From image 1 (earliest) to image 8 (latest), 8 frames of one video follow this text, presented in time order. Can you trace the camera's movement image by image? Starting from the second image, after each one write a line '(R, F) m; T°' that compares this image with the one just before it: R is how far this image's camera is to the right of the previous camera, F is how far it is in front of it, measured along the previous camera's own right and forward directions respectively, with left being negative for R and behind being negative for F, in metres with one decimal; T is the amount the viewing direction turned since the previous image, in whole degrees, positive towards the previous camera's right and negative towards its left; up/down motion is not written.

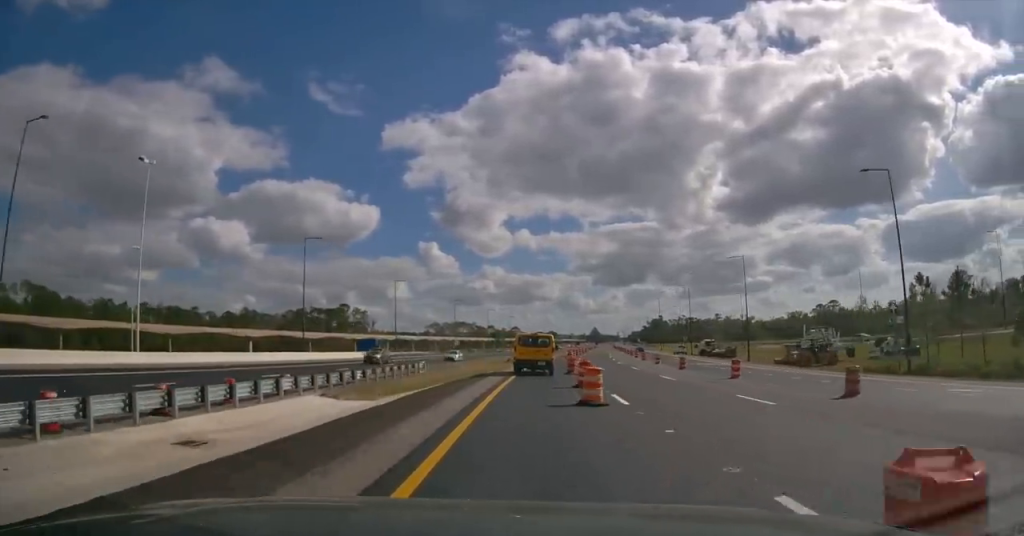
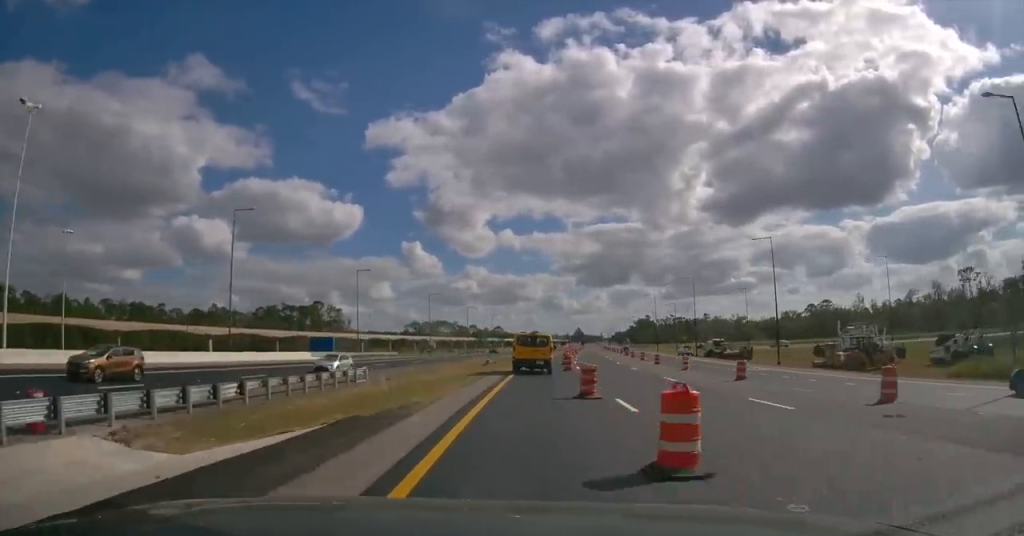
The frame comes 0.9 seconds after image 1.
(+0.1, +14.4) m; +1°
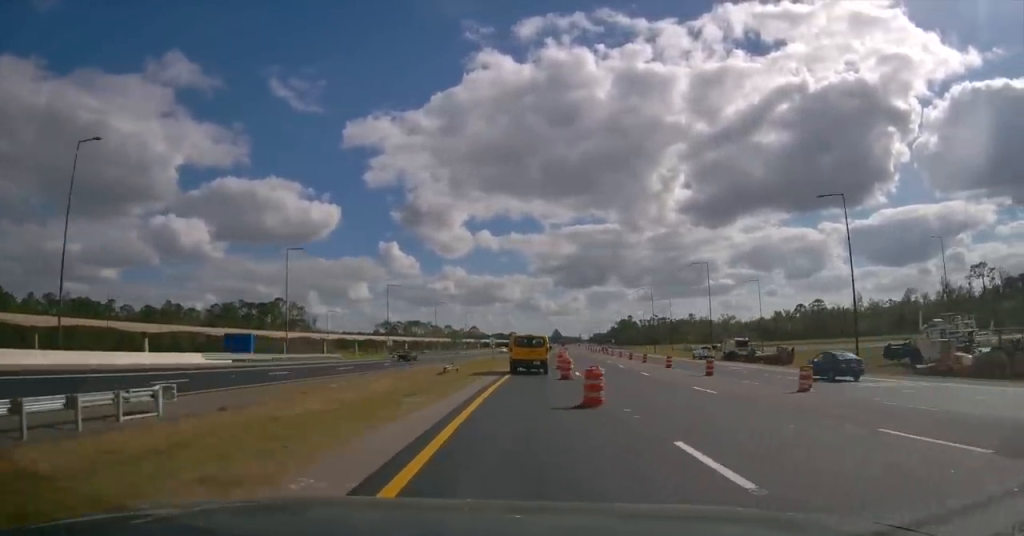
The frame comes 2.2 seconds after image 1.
(+0.2, +20.2) m; +1°
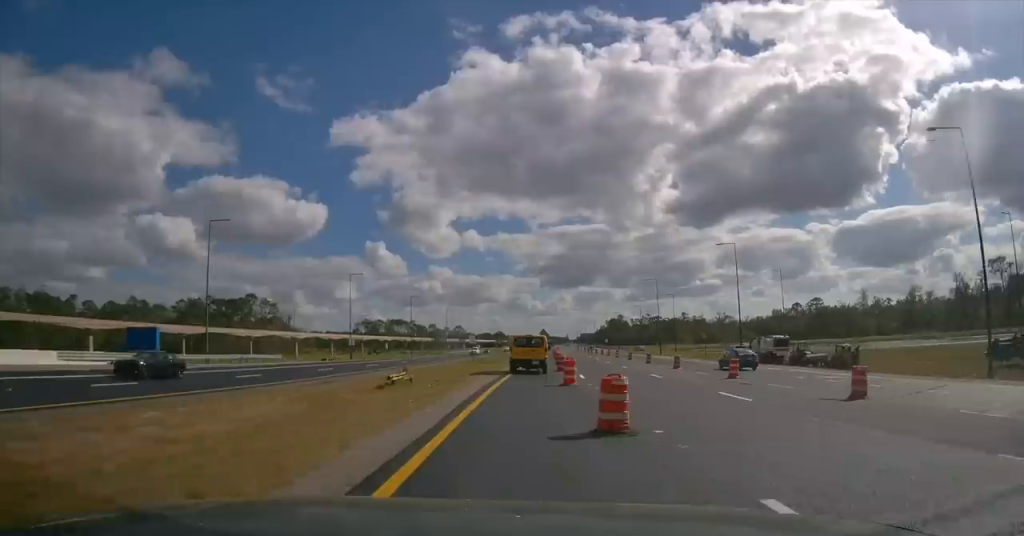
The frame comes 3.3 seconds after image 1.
(0.0, +16.0) m; +2°
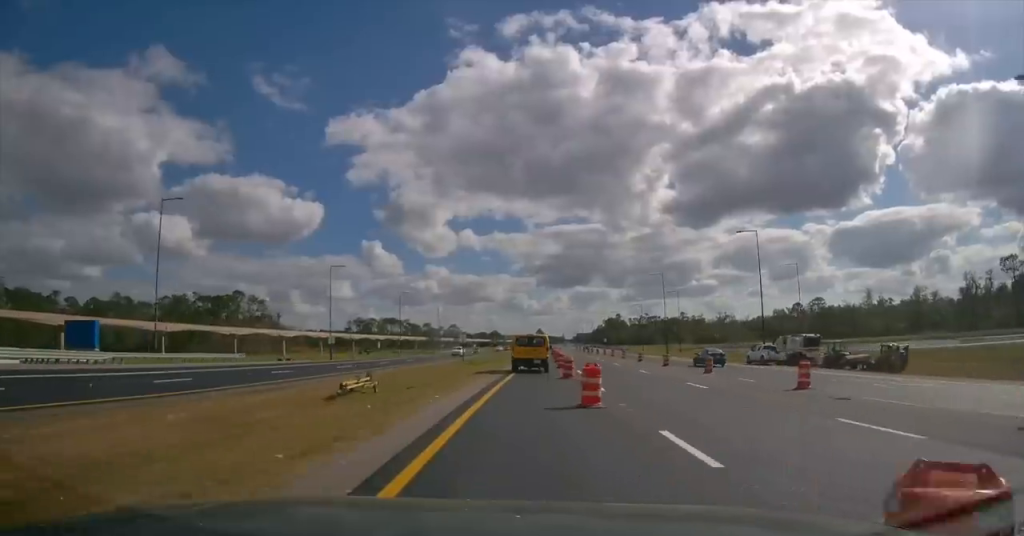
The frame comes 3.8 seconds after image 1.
(+0.2, +7.9) m; +1°
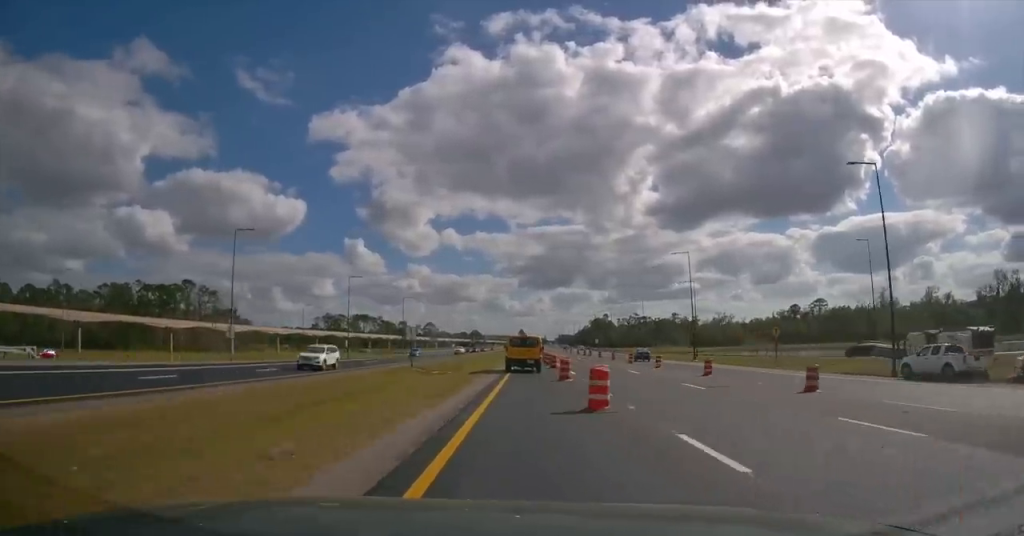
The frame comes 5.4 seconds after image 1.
(+0.3, +25.5) m; +1°
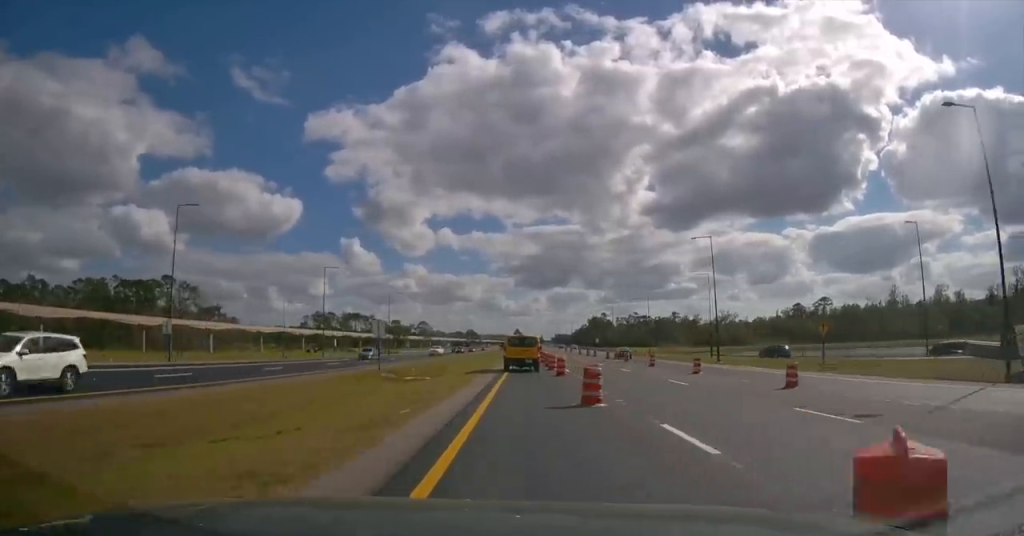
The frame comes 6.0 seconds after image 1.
(+0.1, +10.7) m; 0°
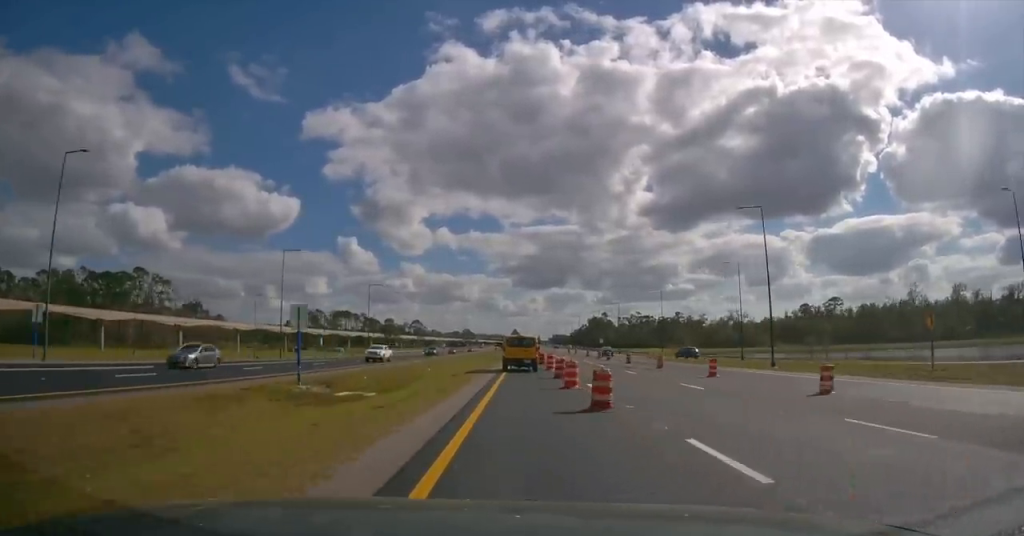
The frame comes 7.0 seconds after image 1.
(0.0, +15.2) m; 0°
